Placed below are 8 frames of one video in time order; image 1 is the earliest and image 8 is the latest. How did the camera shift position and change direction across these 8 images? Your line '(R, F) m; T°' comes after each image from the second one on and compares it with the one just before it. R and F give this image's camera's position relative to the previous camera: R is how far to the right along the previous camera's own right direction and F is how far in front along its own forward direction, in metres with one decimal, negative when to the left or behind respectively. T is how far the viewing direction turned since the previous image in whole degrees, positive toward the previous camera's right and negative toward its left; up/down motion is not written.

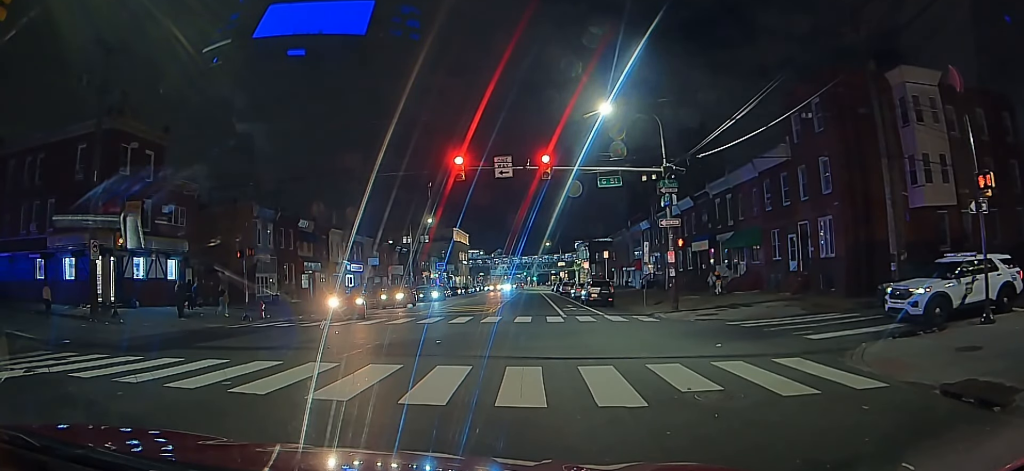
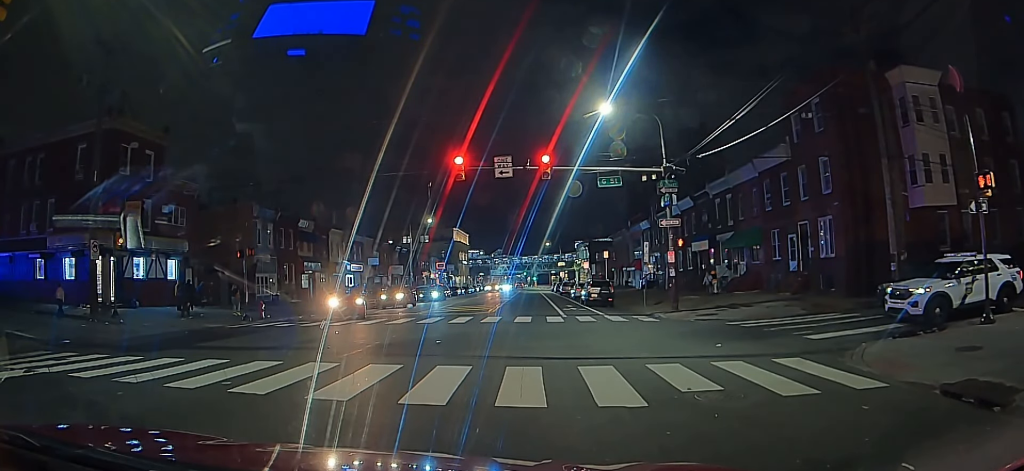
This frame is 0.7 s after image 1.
(0.0, 0.0) m; 0°
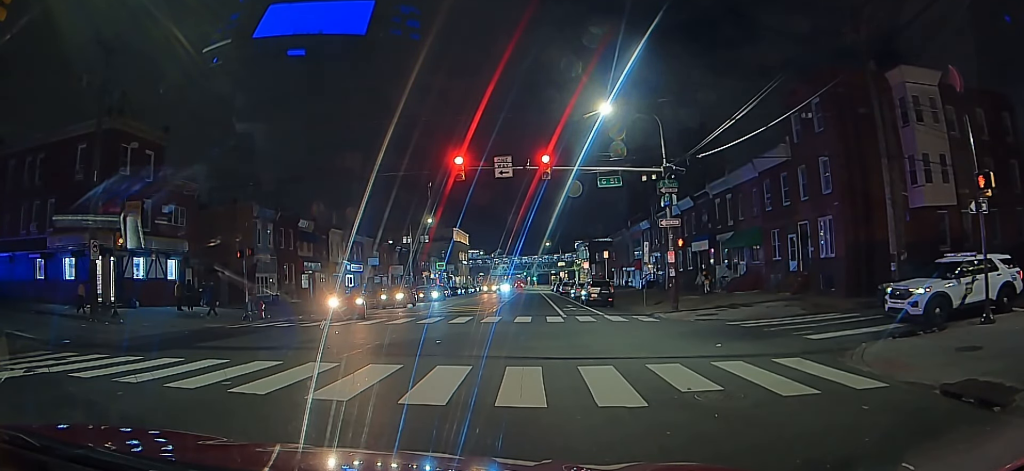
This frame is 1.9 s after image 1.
(0.0, -0.2) m; 0°
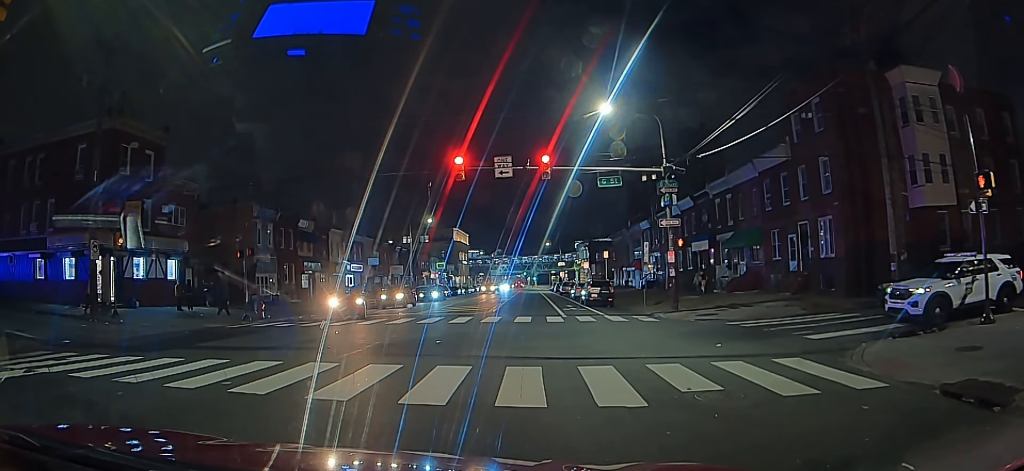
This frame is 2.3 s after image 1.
(0.0, -0.1) m; 0°
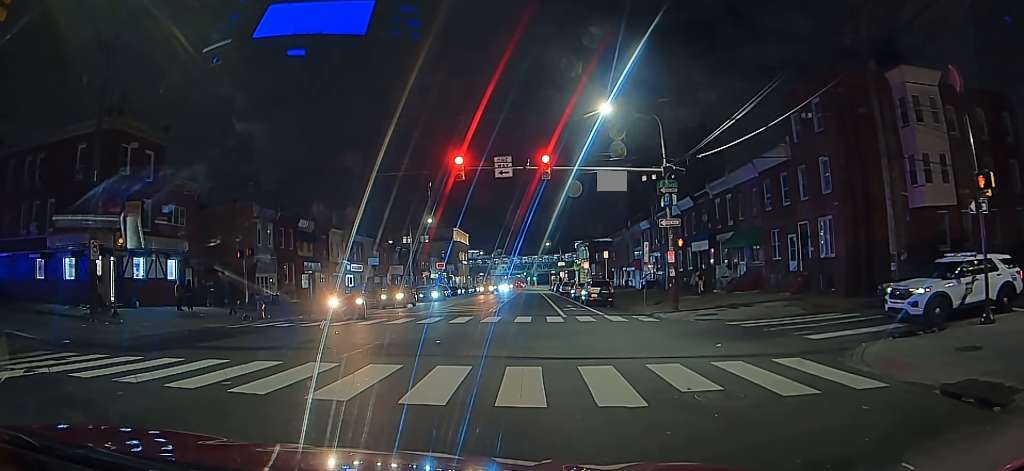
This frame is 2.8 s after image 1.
(0.0, 0.0) m; 0°
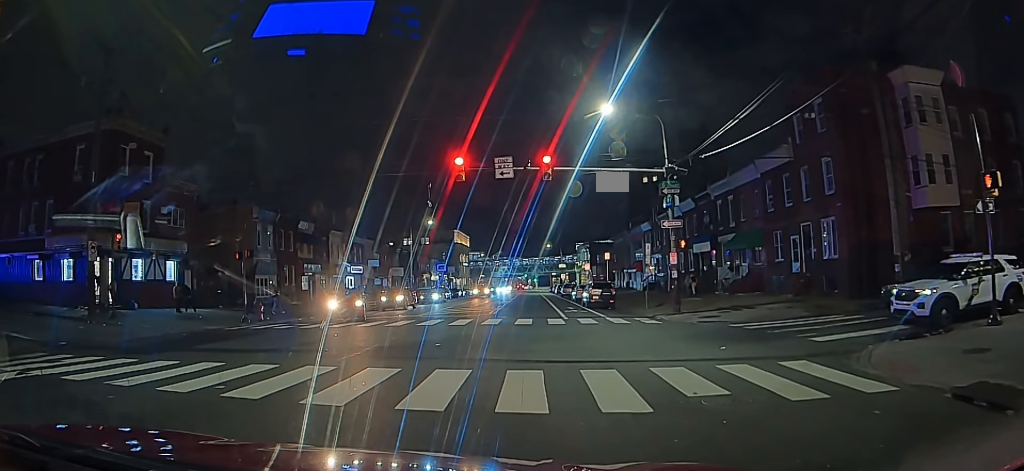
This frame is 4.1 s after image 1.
(-0.1, +0.3) m; 0°
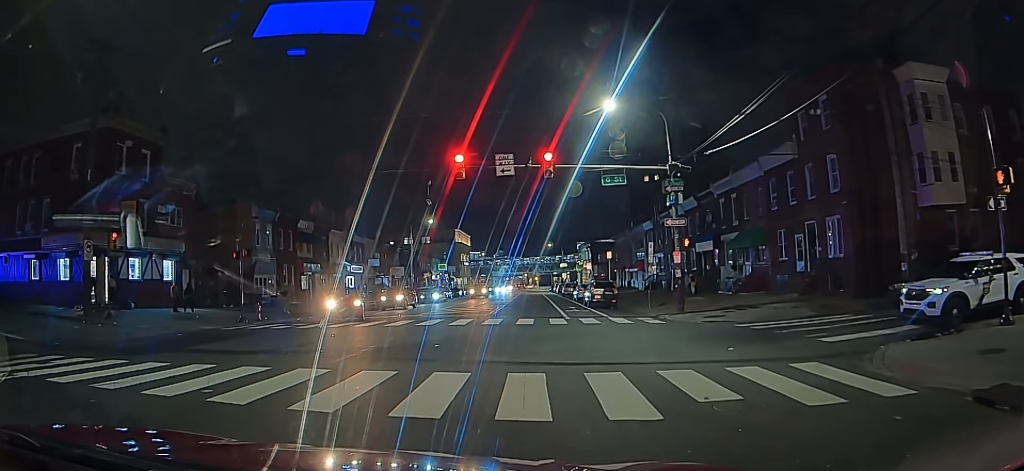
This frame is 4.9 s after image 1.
(-0.1, +0.4) m; 0°
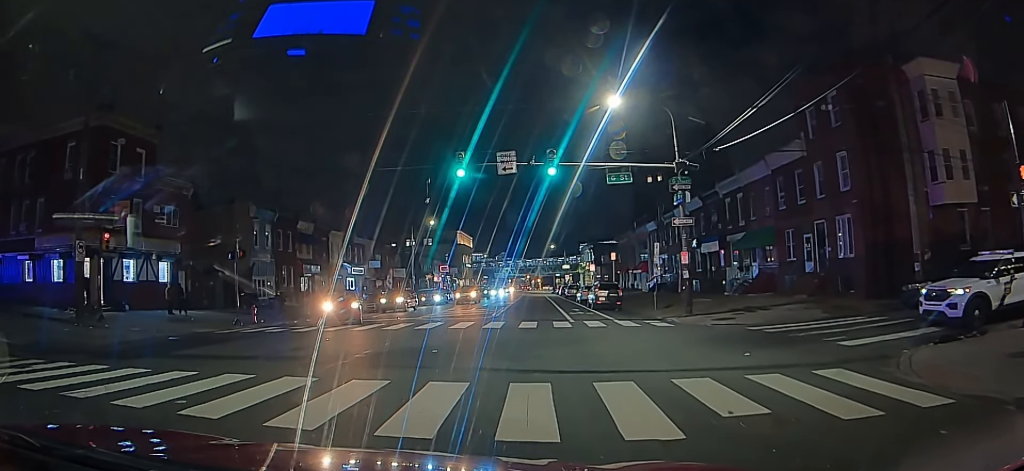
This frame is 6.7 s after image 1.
(-0.1, +1.3) m; 0°
